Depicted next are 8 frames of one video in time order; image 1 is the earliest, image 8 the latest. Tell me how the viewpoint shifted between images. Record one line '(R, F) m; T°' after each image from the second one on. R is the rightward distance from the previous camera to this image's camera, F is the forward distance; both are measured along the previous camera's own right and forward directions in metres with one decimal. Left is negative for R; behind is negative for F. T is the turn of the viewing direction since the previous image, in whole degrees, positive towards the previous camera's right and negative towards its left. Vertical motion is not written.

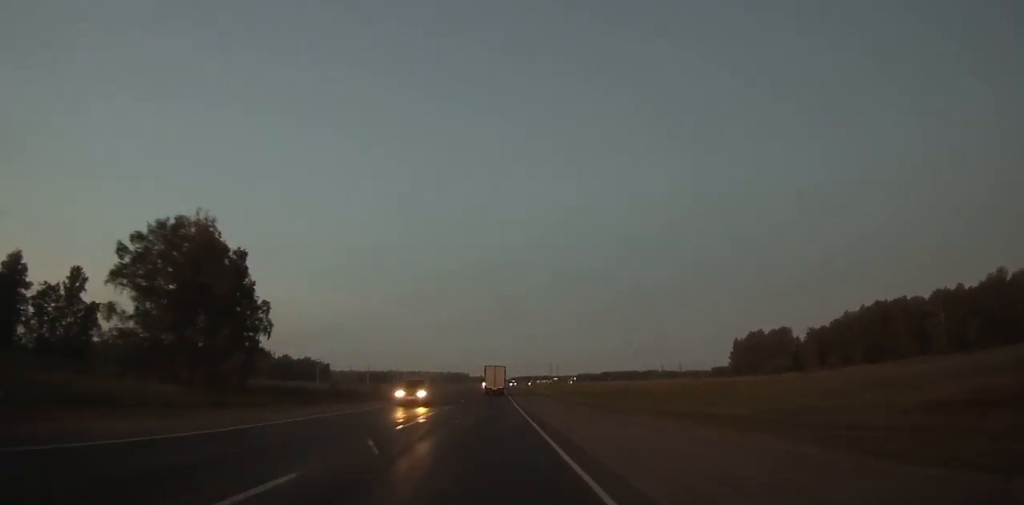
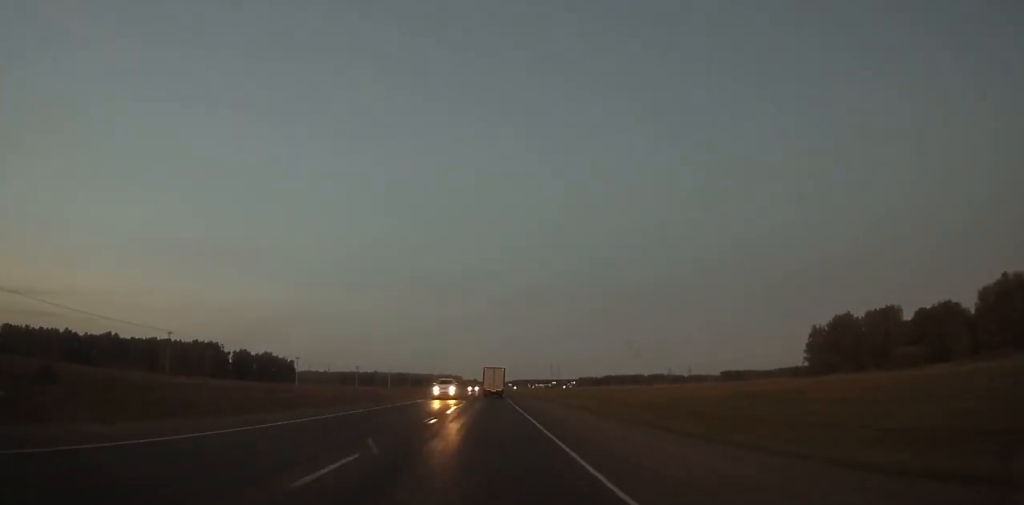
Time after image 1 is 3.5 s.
(+0.1, +80.7) m; 0°
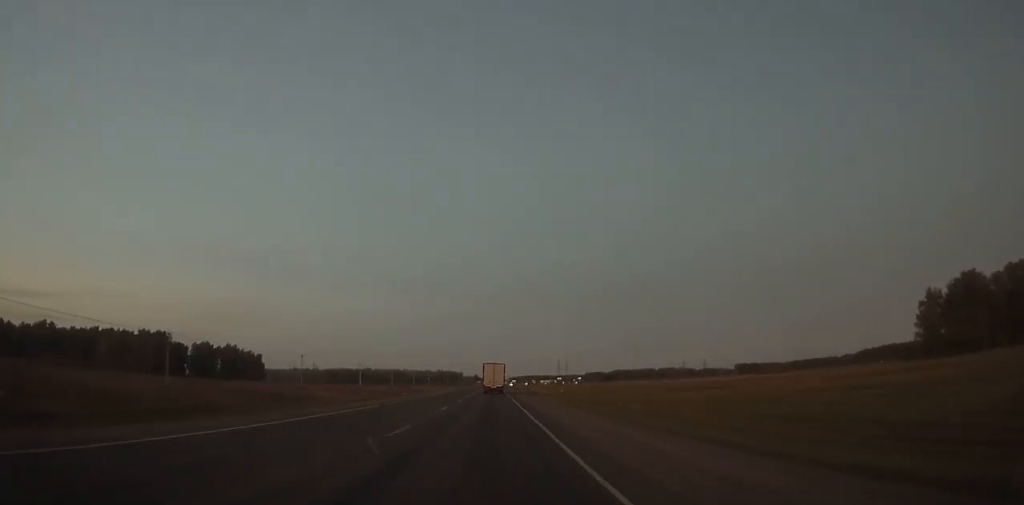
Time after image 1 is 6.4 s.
(+0.2, +66.4) m; 0°
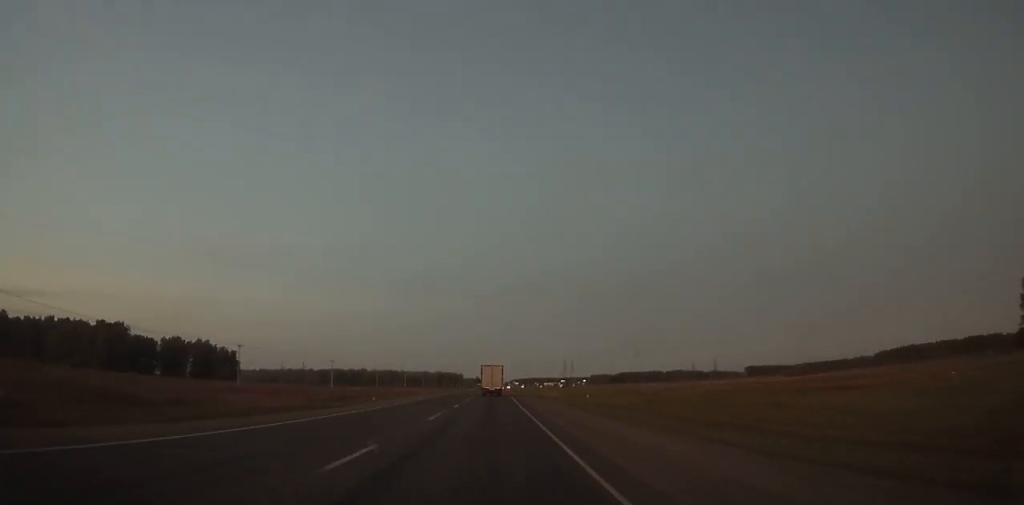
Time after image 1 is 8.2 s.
(-0.1, +41.0) m; 0°
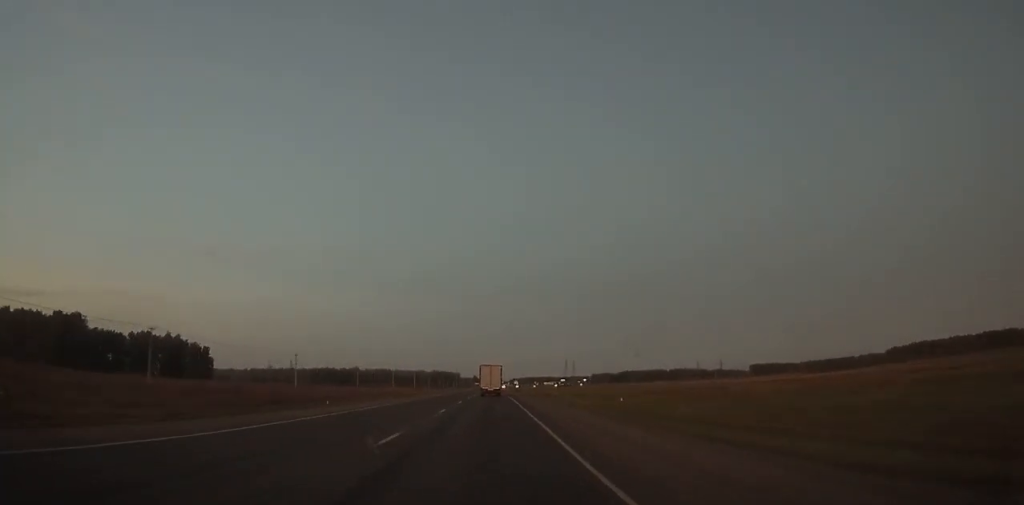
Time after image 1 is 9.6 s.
(0.0, +31.9) m; 0°
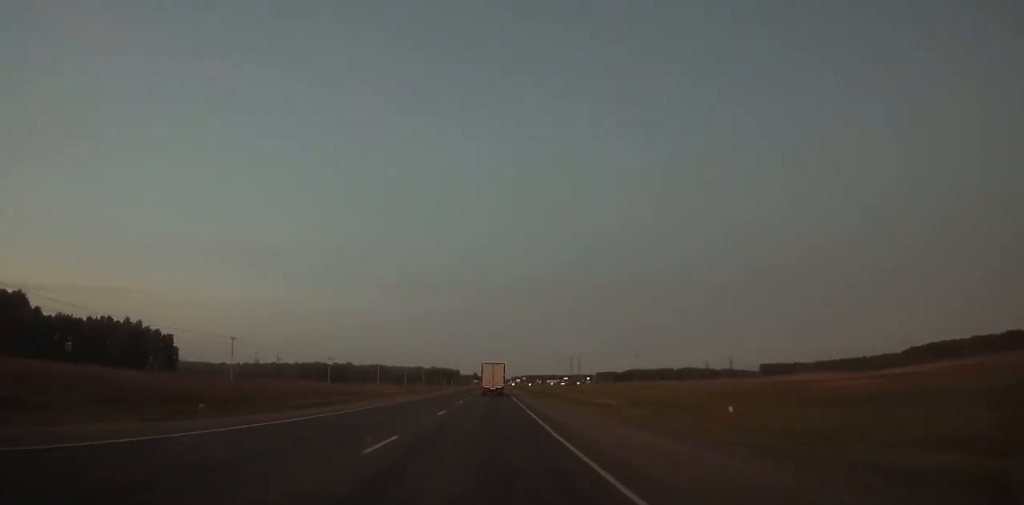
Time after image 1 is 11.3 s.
(0.0, +38.5) m; 0°
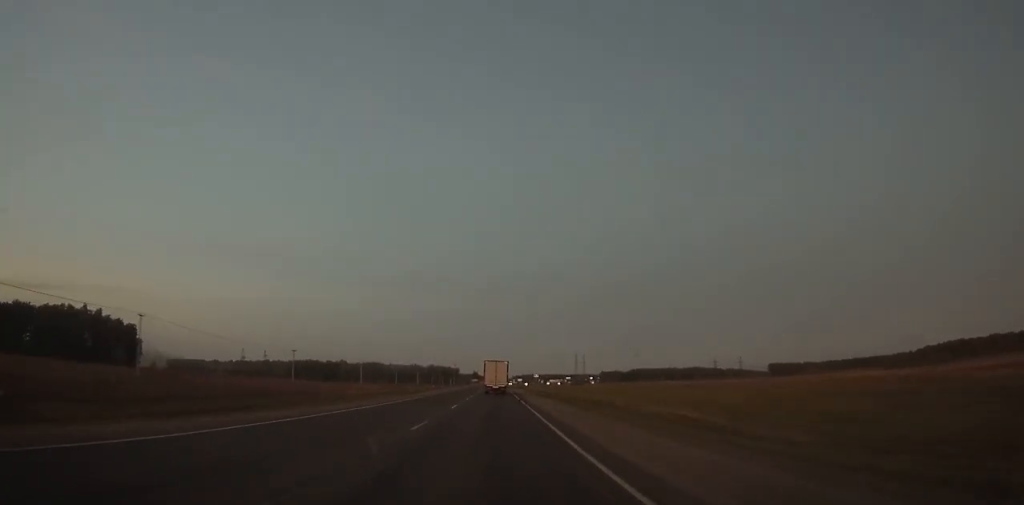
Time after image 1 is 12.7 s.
(-0.1, +31.7) m; 0°
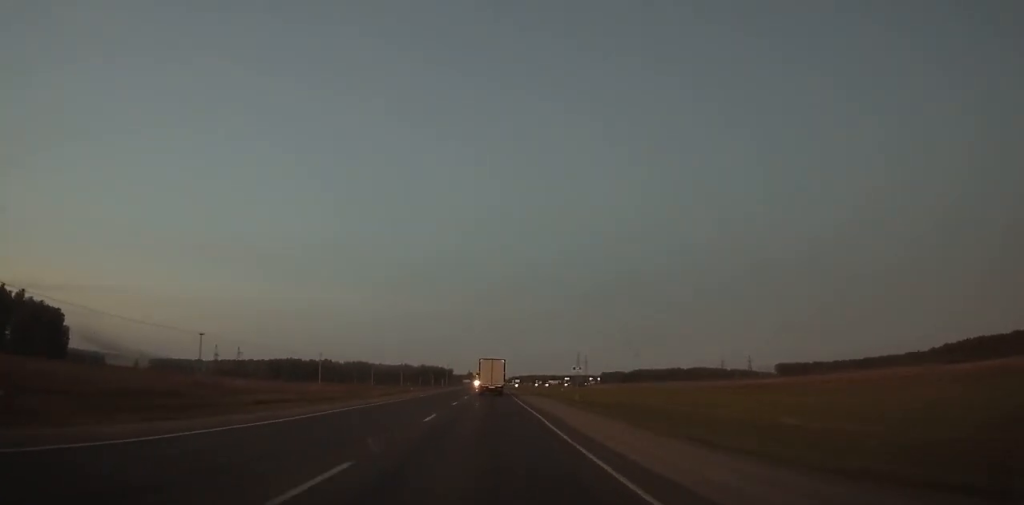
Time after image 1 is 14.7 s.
(+0.1, +44.7) m; 0°
